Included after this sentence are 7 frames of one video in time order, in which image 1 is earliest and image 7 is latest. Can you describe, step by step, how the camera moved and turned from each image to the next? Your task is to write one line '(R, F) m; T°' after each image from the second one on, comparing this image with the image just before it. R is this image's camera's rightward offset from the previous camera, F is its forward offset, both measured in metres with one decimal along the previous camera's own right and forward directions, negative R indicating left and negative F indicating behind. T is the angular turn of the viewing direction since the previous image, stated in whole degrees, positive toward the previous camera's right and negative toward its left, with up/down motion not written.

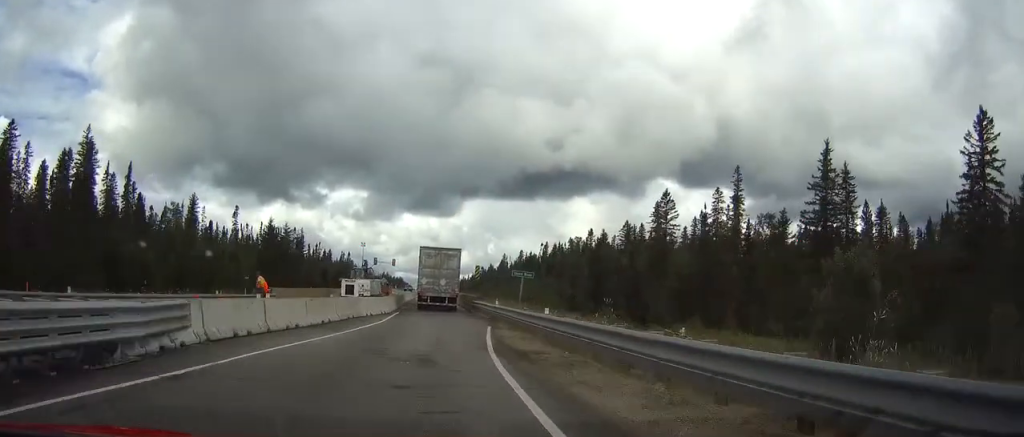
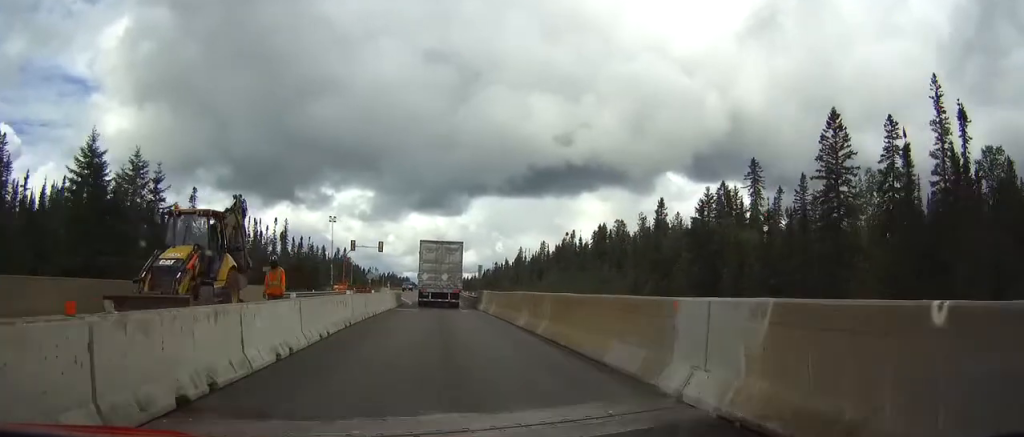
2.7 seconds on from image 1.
(0.0, +44.1) m; 0°
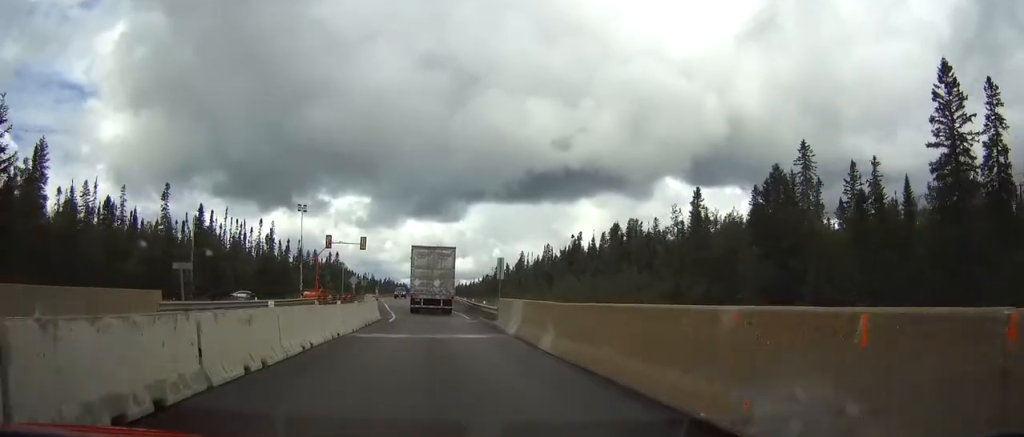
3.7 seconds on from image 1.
(0.0, +16.6) m; 0°
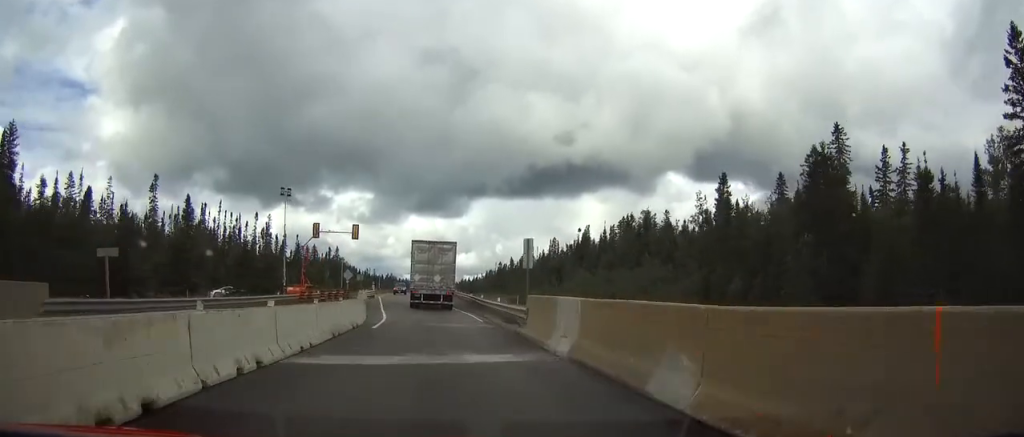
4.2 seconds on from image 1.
(0.0, +8.0) m; 0°
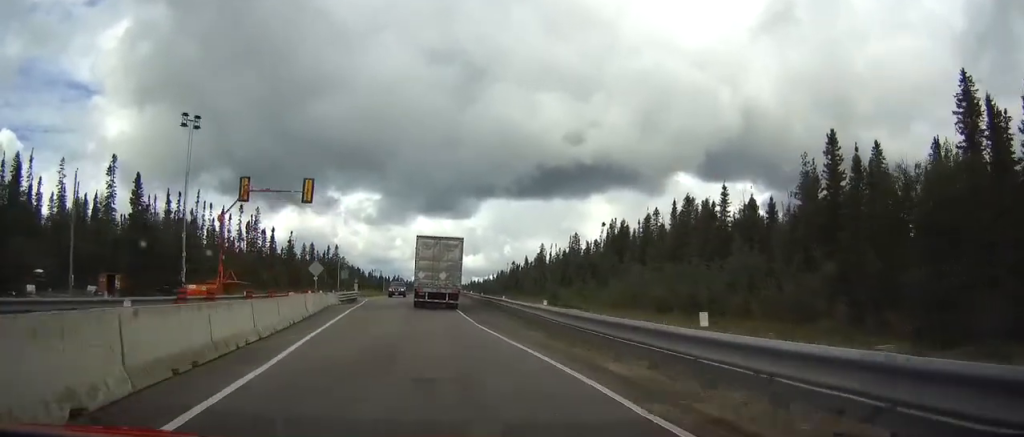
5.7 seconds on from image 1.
(0.0, +23.6) m; 0°
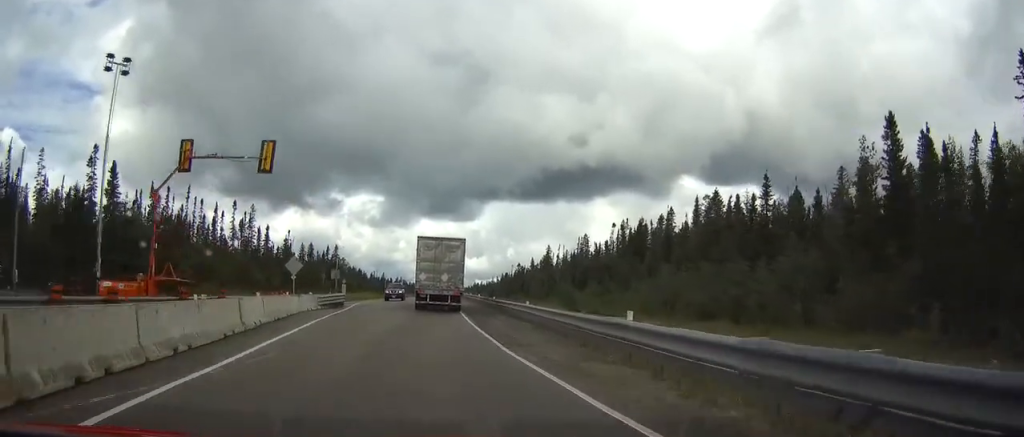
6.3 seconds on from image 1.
(0.0, +8.9) m; 0°
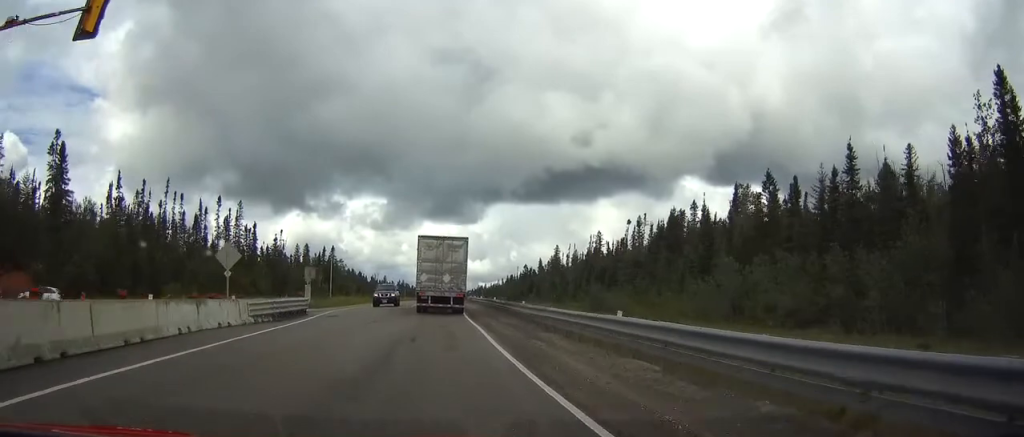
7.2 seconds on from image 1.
(0.0, +14.0) m; 0°
